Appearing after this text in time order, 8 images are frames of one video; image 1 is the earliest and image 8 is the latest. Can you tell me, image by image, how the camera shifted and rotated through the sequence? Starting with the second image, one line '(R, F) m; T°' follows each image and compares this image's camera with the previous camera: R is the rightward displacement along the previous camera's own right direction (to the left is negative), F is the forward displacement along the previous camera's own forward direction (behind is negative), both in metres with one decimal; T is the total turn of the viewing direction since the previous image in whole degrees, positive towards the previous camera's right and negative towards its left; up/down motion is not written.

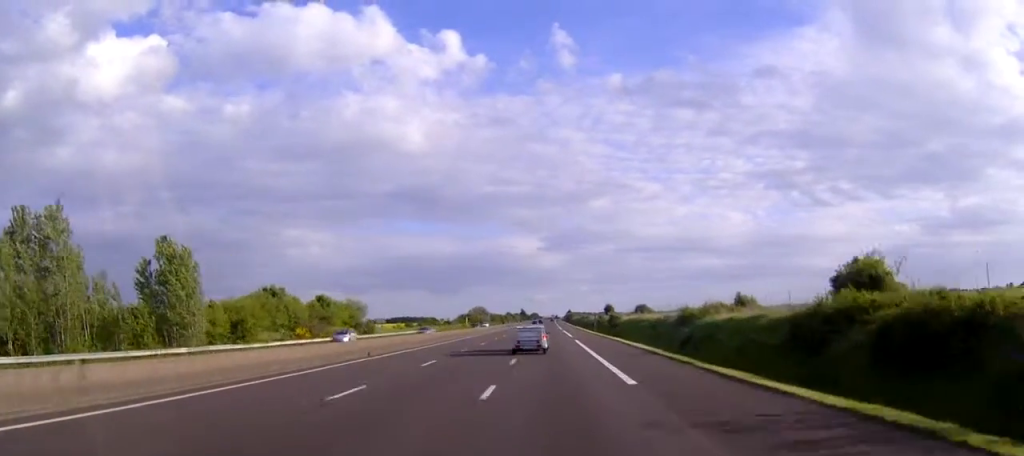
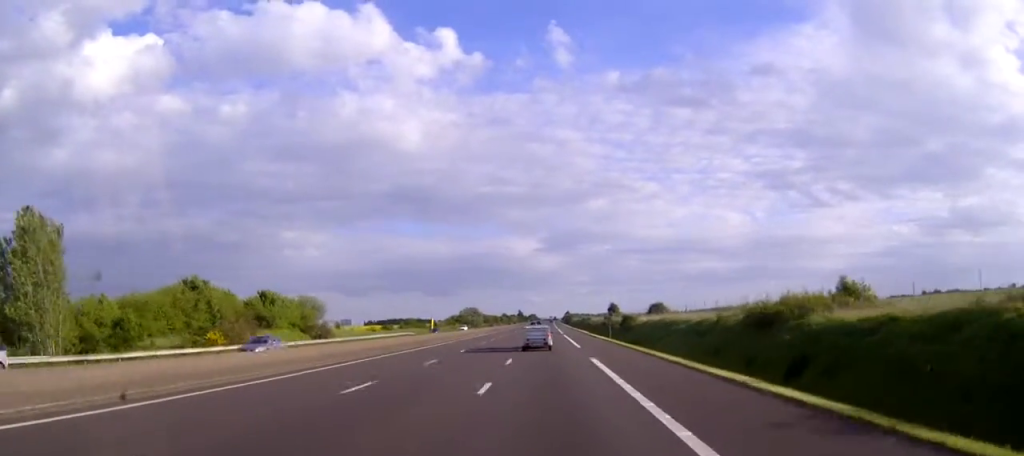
(0.0, +24.6) m; 0°
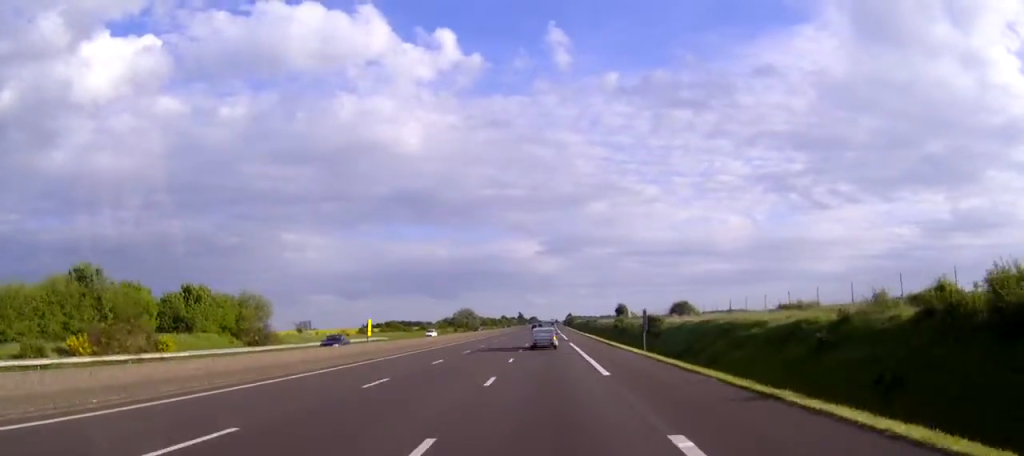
(0.0, +22.7) m; 0°
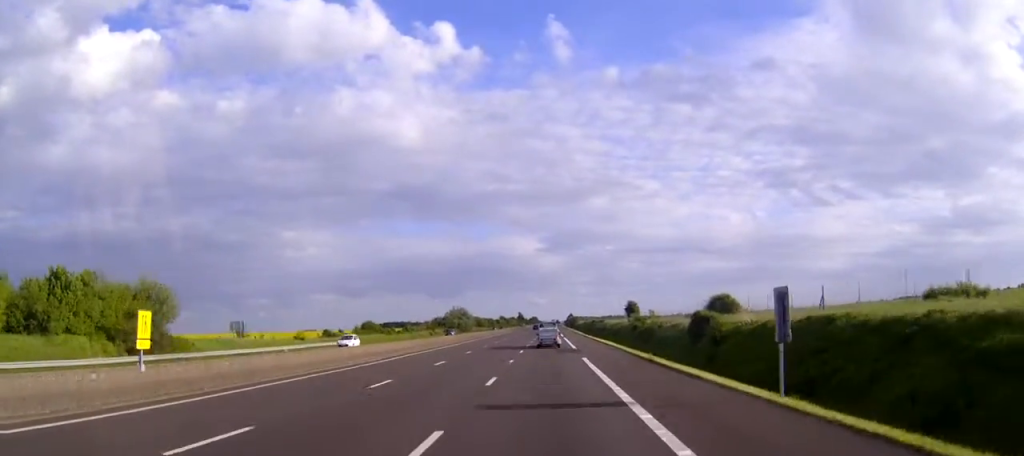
(+0.1, +24.6) m; 0°
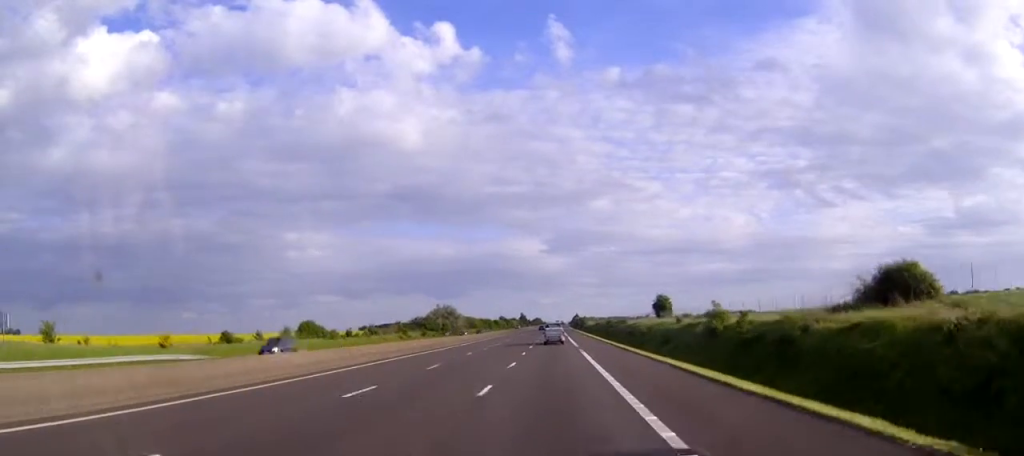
(-0.2, +42.4) m; -1°
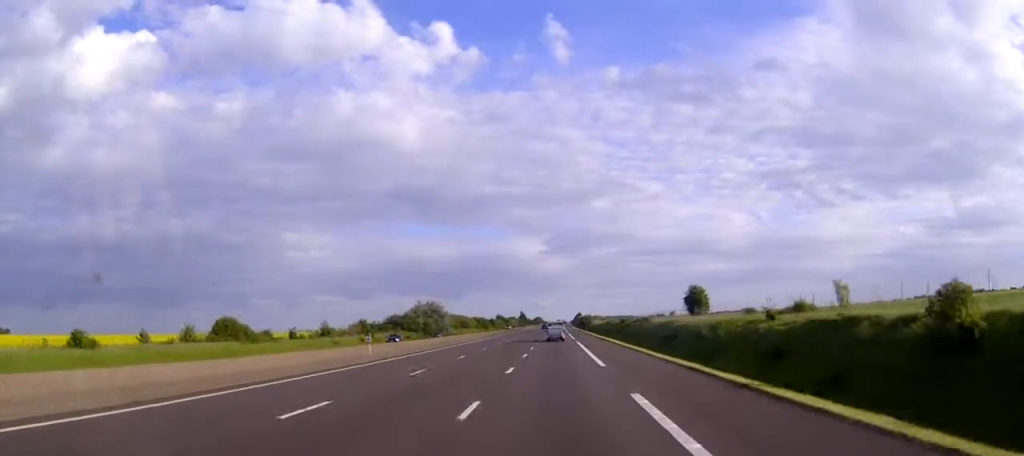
(-0.1, +31.1) m; 0°
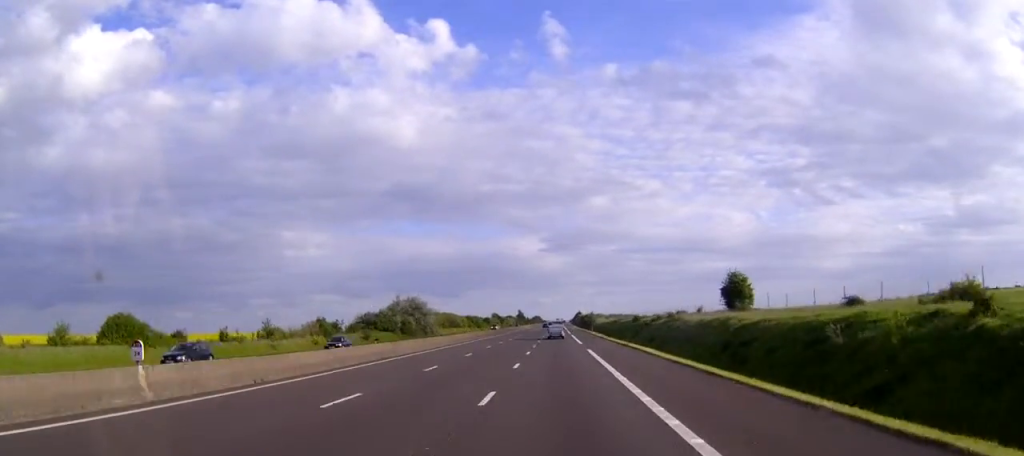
(0.0, +23.5) m; 0°
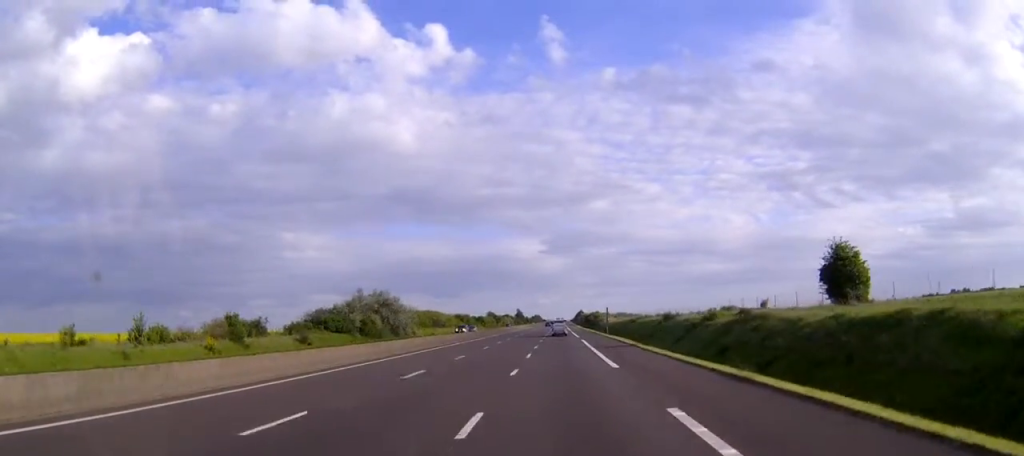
(0.0, +31.1) m; 0°
